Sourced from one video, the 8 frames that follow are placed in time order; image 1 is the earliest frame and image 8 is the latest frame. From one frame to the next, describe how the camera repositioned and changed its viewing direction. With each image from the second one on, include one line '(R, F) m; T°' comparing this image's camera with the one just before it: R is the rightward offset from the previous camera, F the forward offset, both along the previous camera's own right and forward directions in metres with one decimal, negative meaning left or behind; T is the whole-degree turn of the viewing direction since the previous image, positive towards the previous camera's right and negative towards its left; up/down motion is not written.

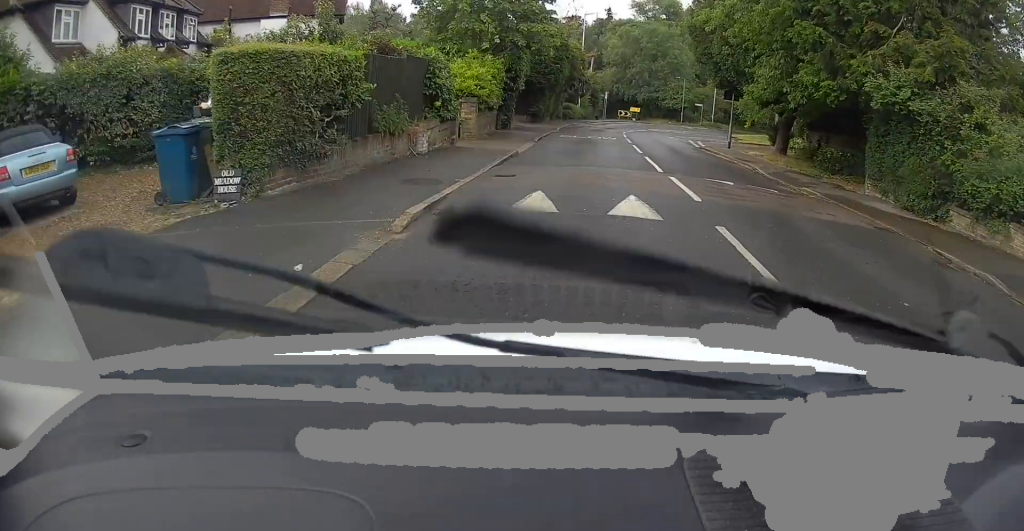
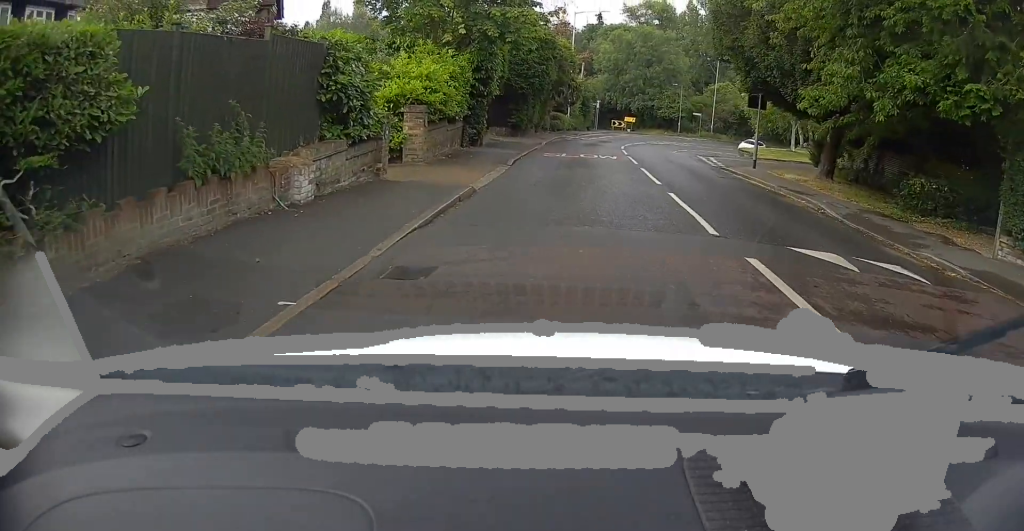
(+0.1, +6.1) m; +1°
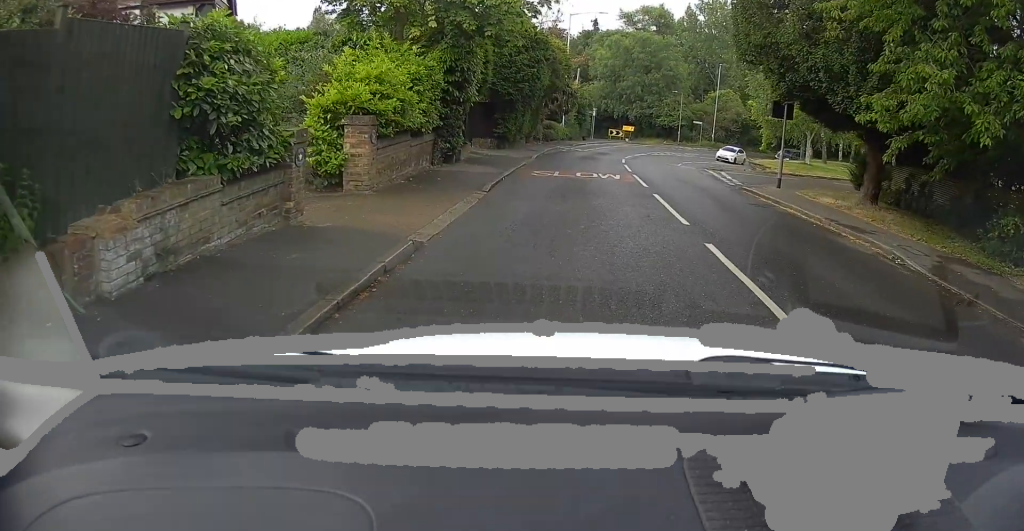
(0.0, +3.7) m; -1°
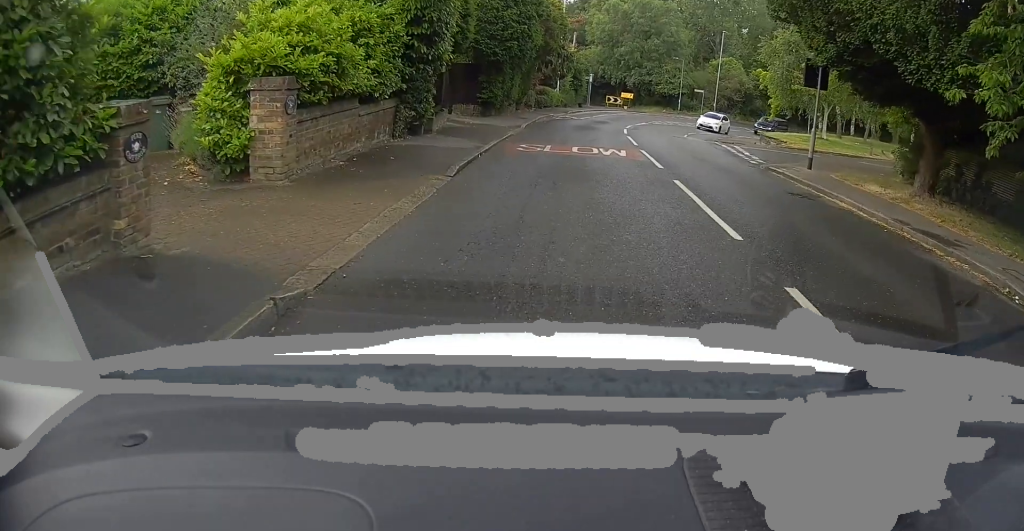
(0.0, +3.3) m; -1°
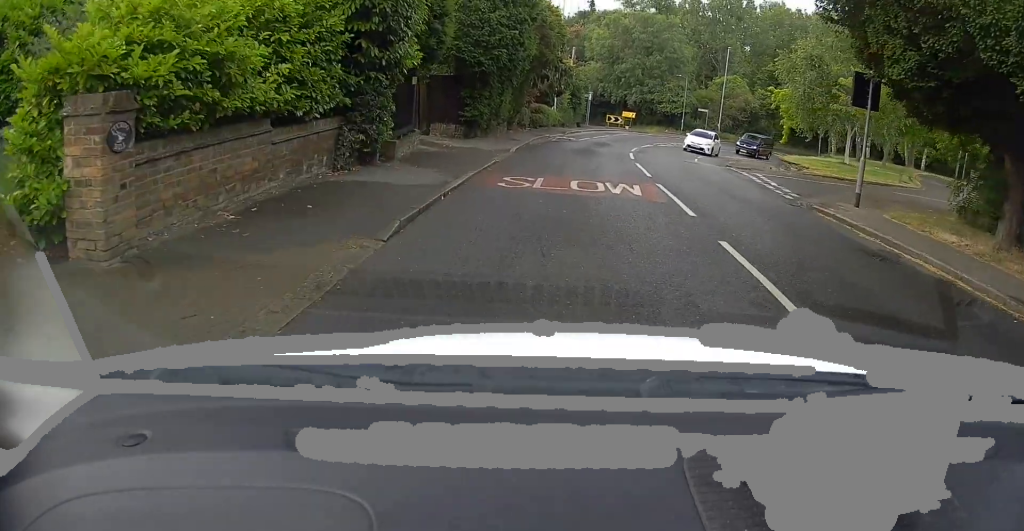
(0.0, +3.2) m; 0°
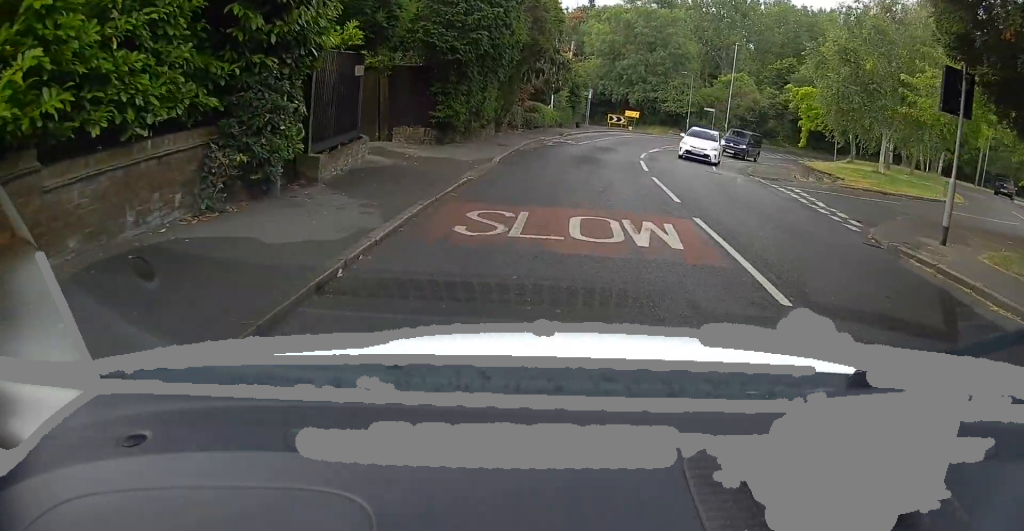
(0.0, +3.9) m; 0°
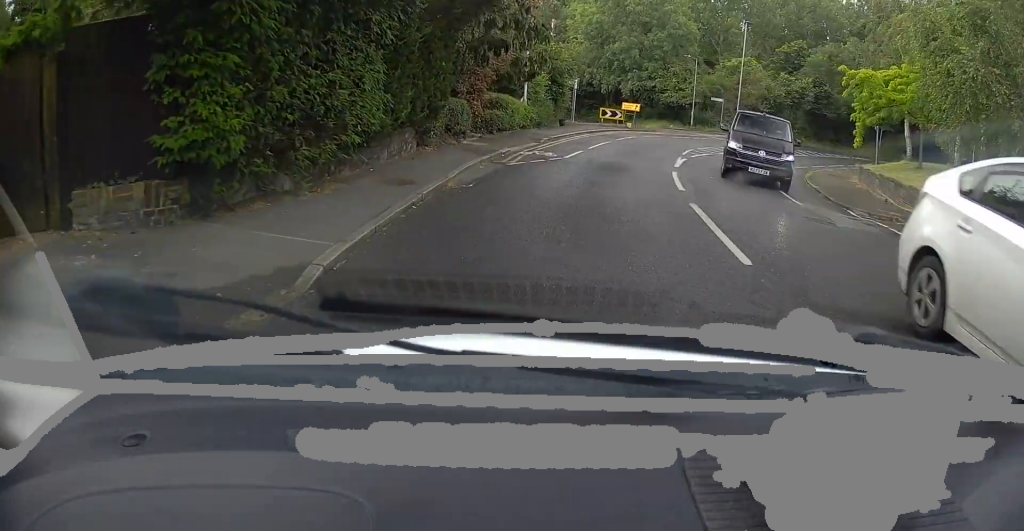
(+0.4, +10.4) m; +4°
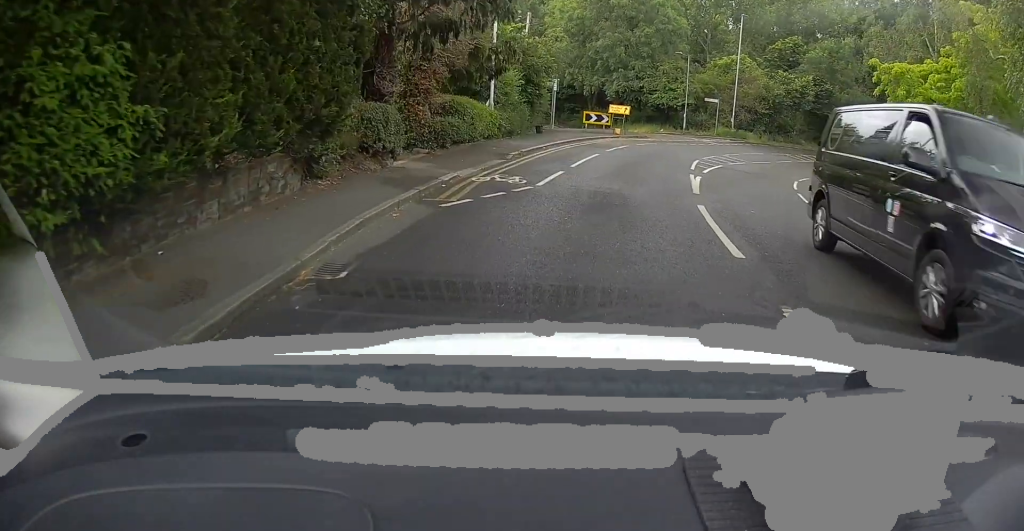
(+0.1, +5.3) m; +2°
